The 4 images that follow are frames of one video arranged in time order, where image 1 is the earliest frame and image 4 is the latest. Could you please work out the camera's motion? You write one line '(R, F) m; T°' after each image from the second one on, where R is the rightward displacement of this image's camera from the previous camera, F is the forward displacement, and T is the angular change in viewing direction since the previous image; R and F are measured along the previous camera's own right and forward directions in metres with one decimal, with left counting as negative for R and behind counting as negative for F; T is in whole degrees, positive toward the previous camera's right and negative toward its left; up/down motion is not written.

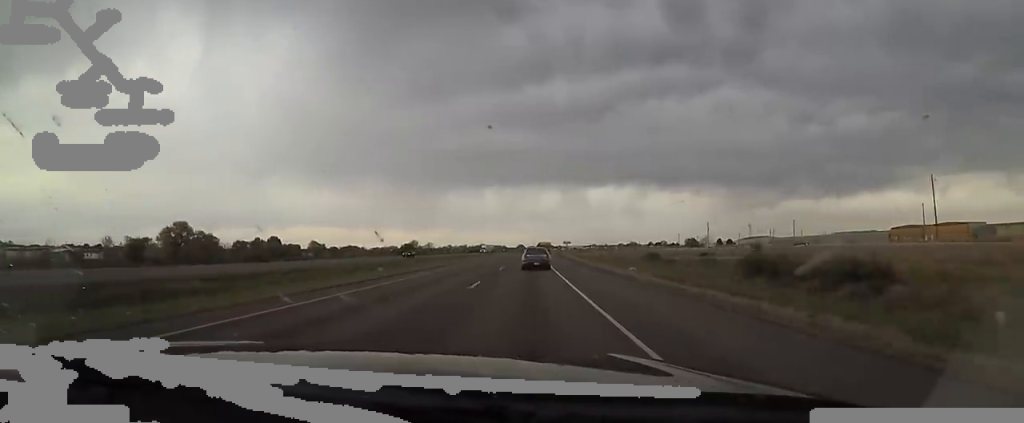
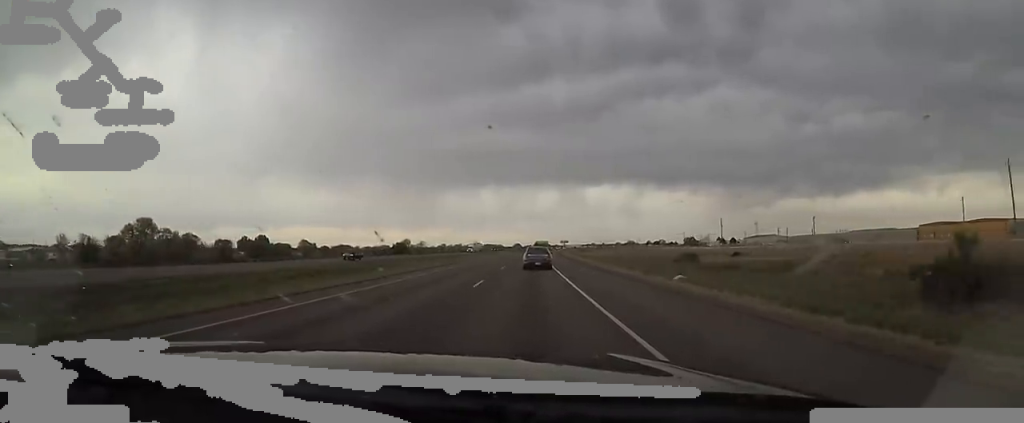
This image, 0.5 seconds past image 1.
(-0.3, +14.9) m; 0°
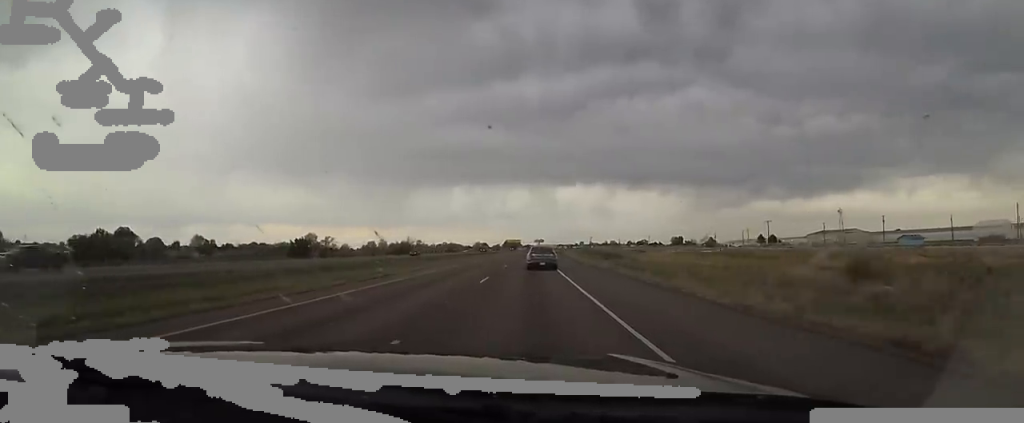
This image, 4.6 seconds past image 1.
(+6.4, +119.3) m; +3°
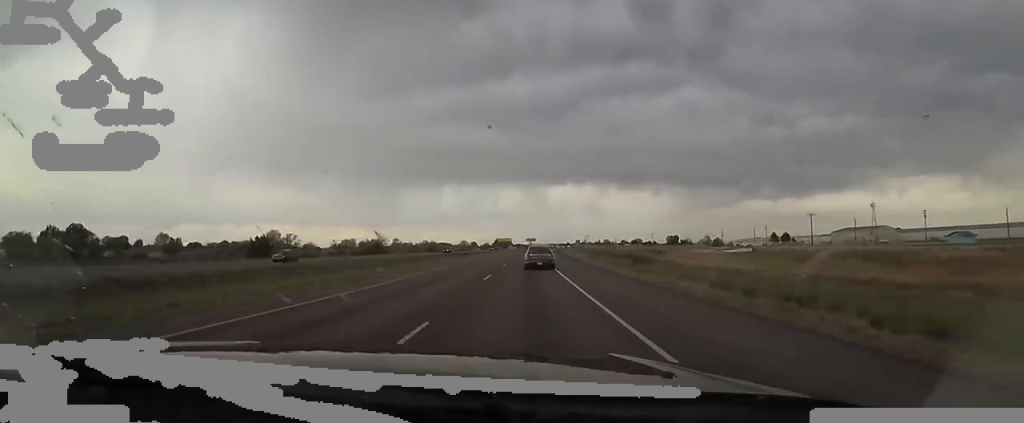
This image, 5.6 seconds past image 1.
(-0.8, +28.0) m; 0°
